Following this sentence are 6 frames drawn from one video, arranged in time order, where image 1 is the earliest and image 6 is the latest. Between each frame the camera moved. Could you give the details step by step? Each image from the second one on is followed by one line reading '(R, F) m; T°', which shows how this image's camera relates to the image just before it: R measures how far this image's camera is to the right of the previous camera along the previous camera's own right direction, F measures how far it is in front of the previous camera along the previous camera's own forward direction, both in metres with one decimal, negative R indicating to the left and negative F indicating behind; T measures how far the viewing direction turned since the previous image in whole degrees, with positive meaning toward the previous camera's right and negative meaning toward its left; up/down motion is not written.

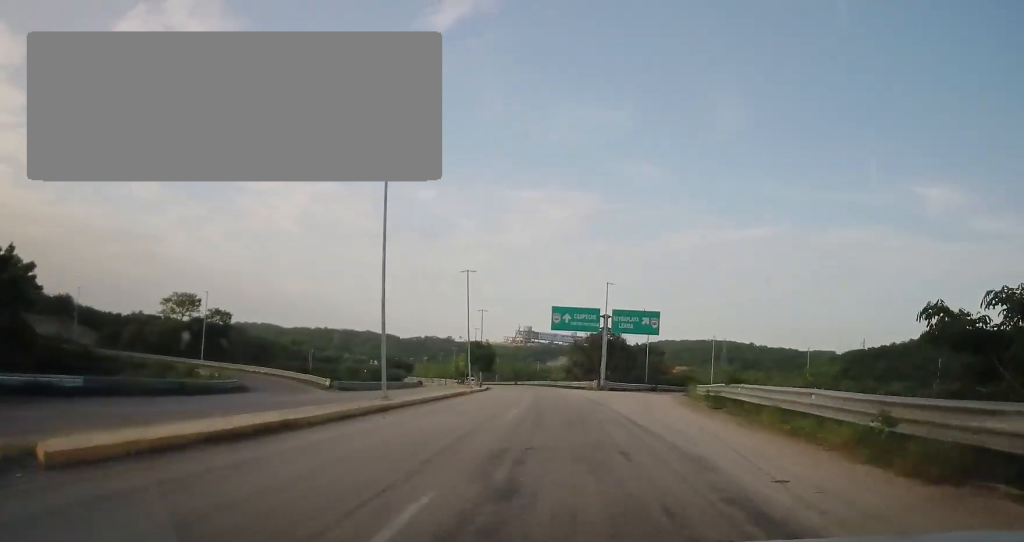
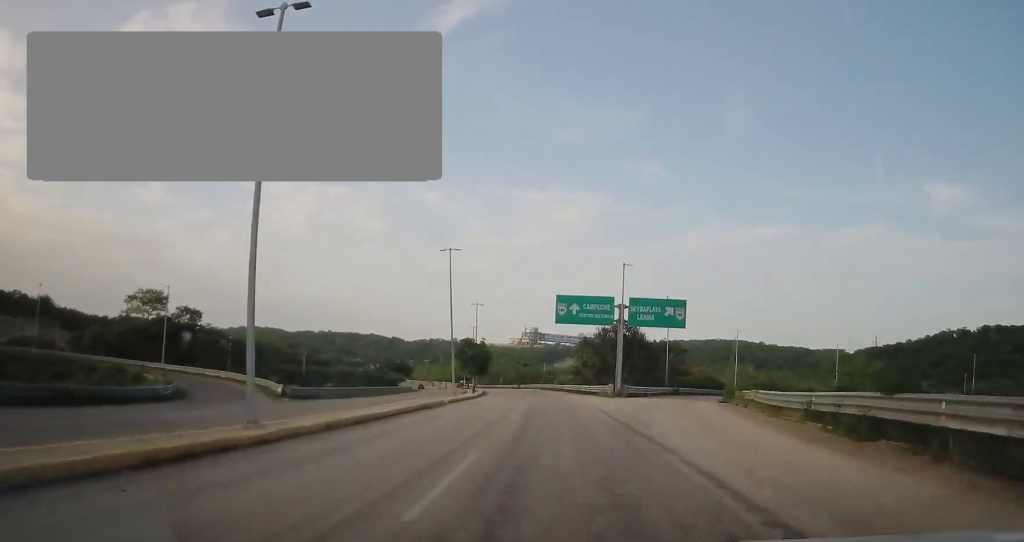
(-0.3, +10.9) m; -1°
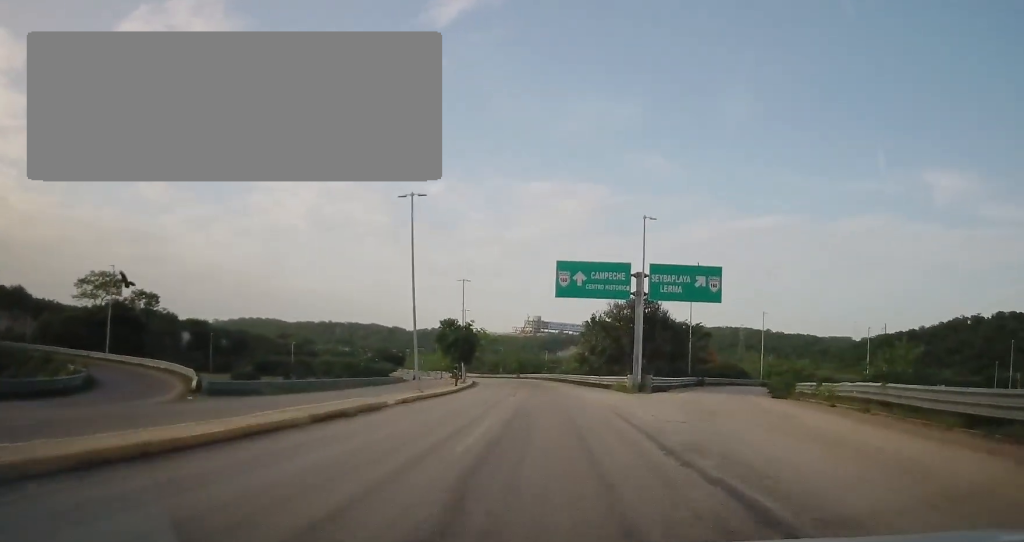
(+0.2, +11.4) m; 0°
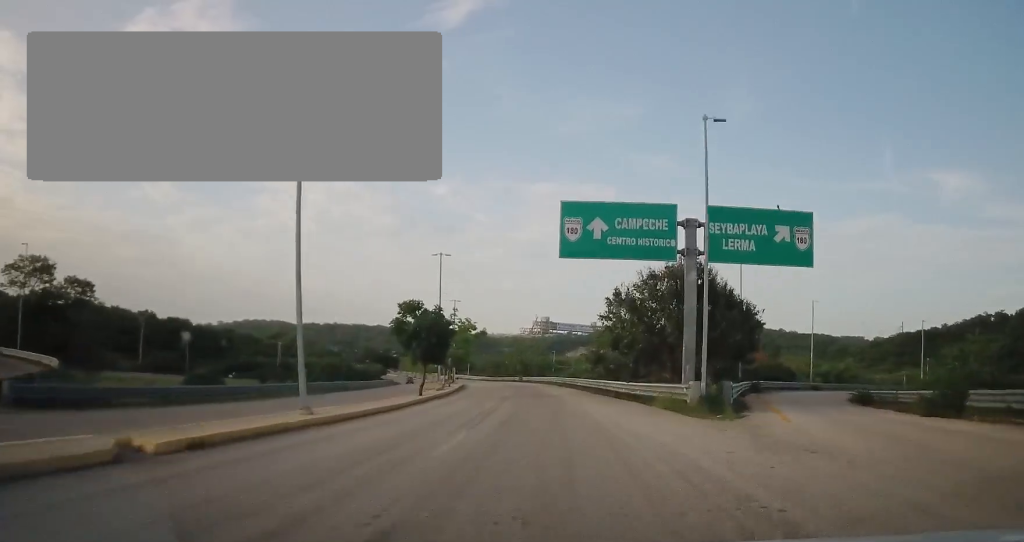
(0.0, +14.8) m; +1°
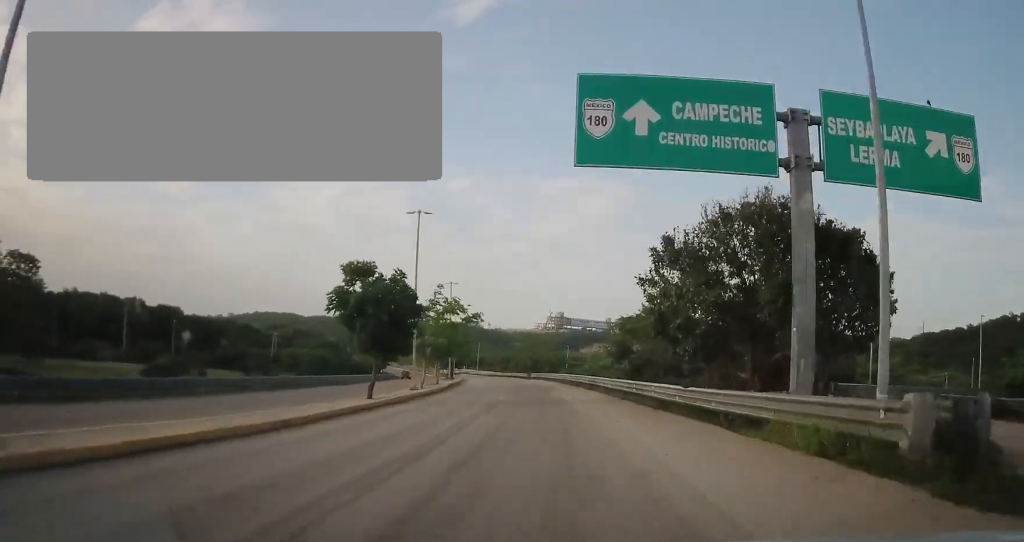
(0.0, +11.4) m; +1°
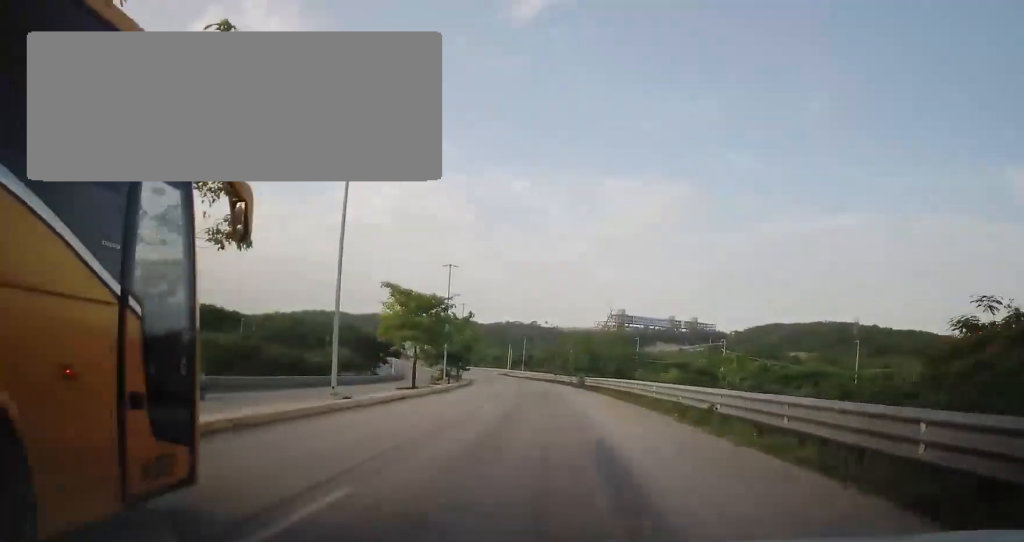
(-2.1, +43.2) m; -8°
